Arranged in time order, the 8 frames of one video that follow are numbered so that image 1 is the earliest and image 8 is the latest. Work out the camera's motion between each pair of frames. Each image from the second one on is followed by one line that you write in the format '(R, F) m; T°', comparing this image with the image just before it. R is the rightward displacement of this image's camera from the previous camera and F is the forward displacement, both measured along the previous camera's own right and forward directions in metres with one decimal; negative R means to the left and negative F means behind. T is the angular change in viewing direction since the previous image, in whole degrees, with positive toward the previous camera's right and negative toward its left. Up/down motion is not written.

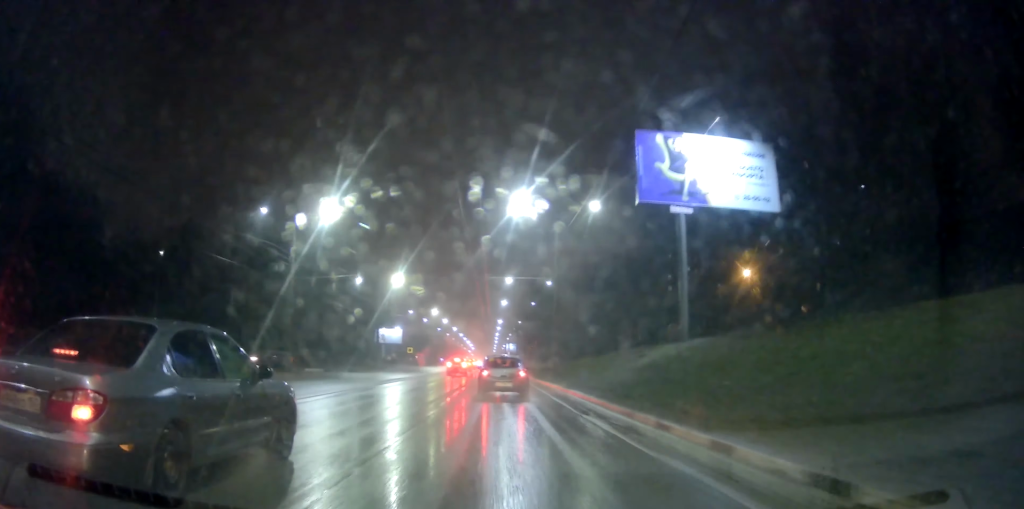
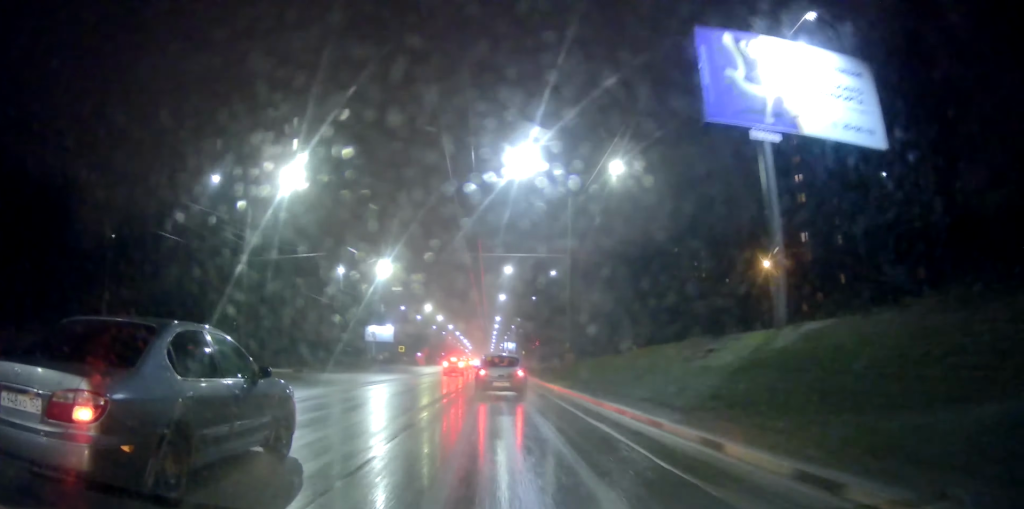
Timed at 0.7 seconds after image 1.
(-0.3, +9.0) m; 0°
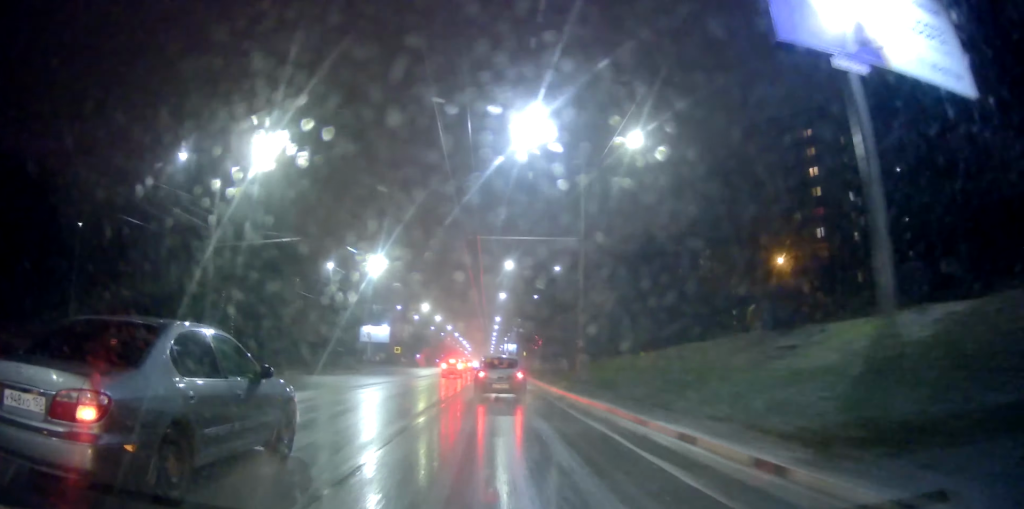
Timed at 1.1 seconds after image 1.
(+0.1, +5.2) m; 0°
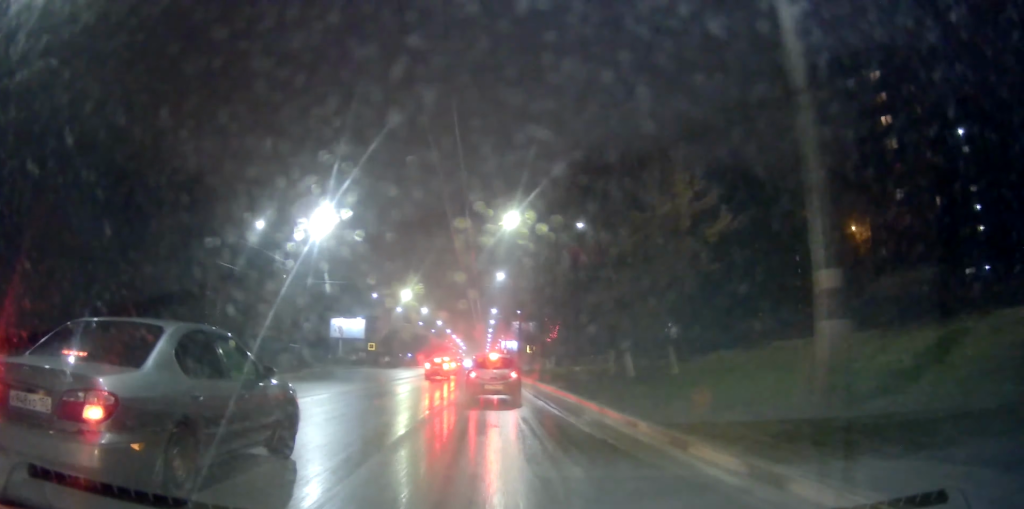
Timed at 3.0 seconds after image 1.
(0.0, +22.1) m; -1°
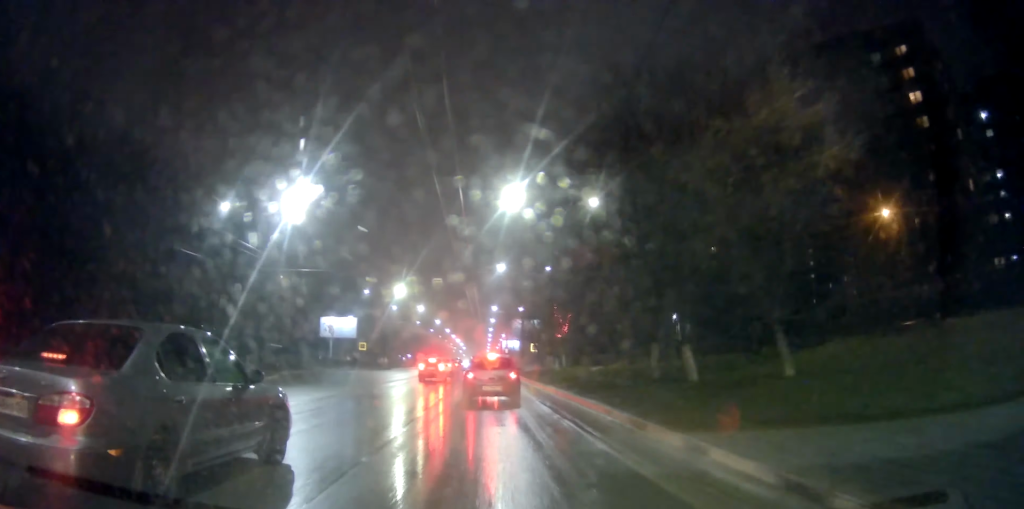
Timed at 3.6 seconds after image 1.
(+0.1, +7.2) m; +1°
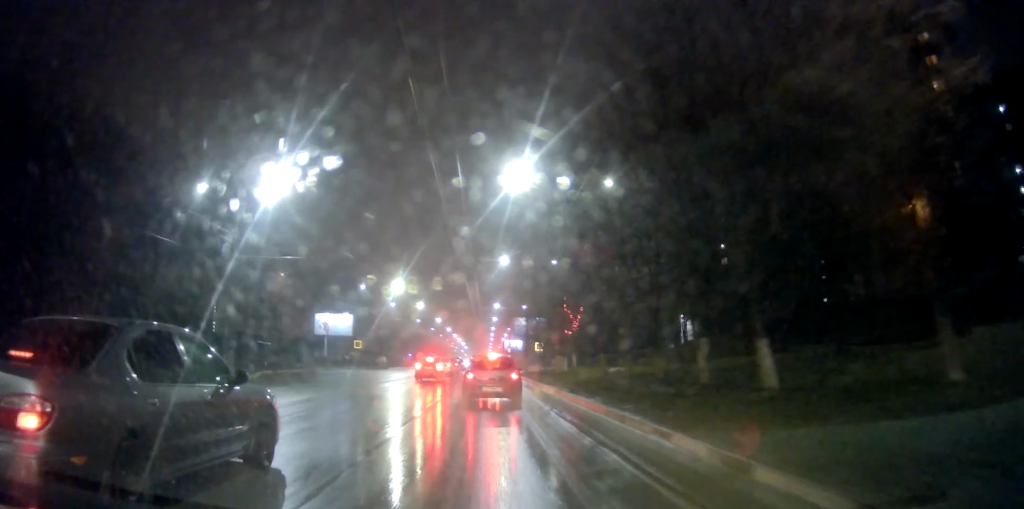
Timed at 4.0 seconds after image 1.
(0.0, +4.7) m; 0°
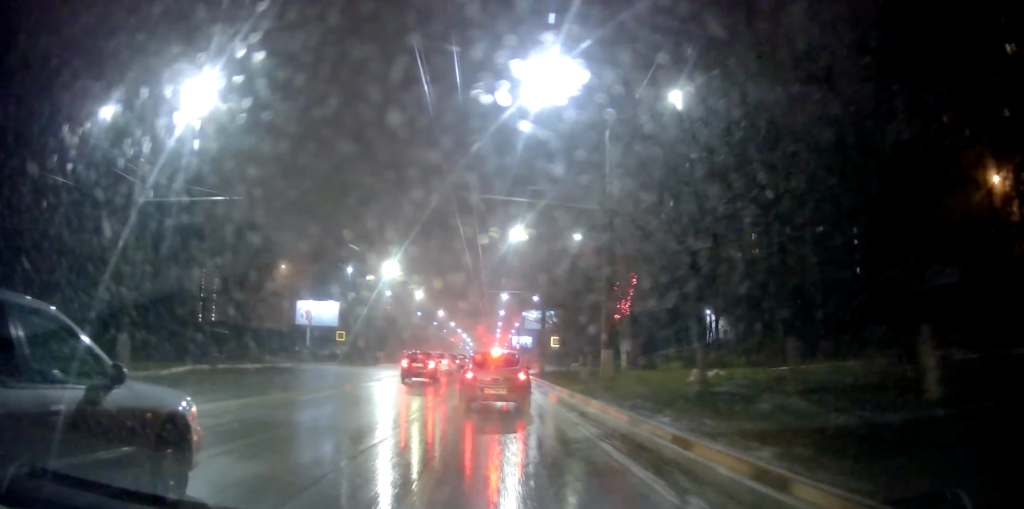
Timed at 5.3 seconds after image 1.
(+0.1, +13.7) m; +1°
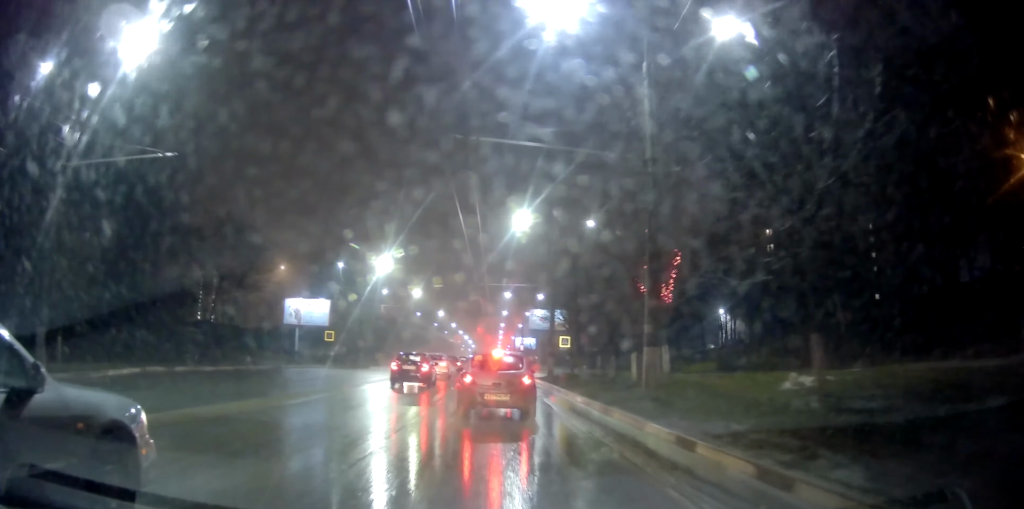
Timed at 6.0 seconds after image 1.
(0.0, +7.1) m; 0°
